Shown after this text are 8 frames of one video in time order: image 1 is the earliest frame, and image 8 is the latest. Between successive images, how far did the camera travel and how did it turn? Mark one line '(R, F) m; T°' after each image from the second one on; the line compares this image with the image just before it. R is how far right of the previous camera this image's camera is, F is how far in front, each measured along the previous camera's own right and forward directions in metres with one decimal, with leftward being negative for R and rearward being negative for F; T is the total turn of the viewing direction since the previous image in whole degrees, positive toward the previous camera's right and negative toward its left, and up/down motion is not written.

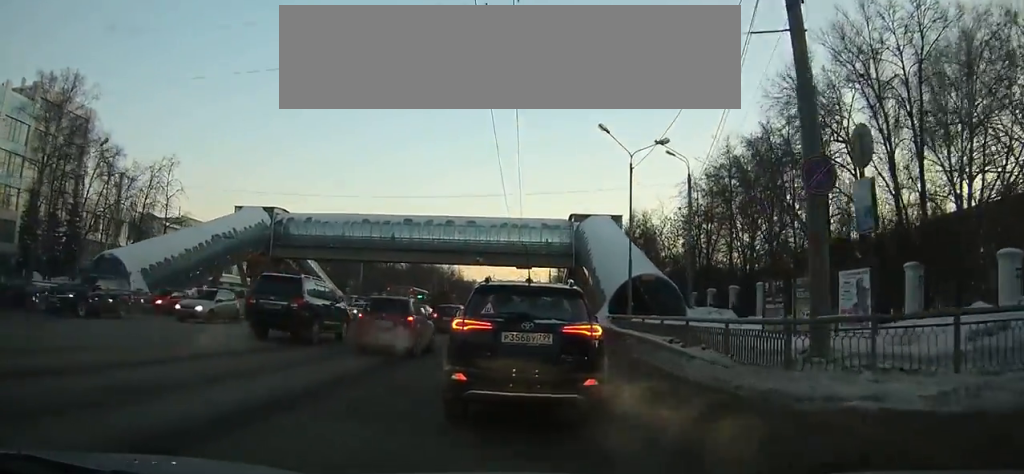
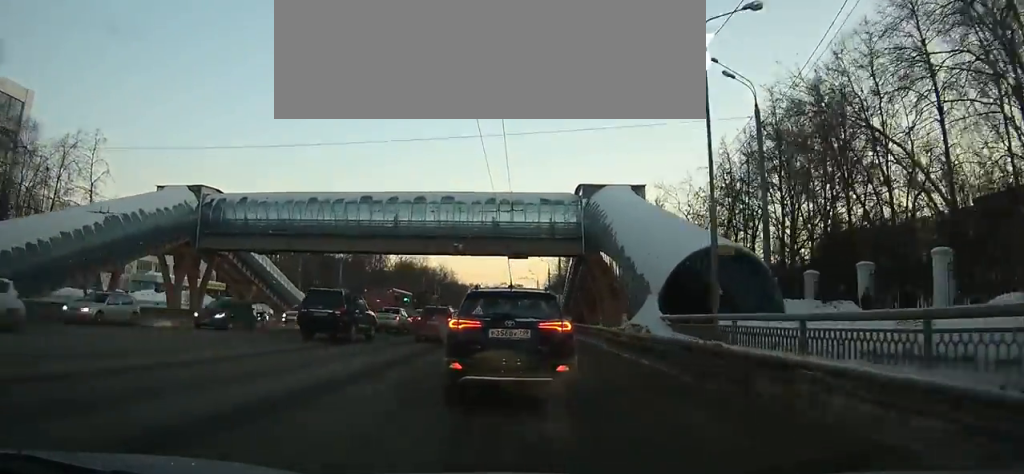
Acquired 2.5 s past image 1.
(0.0, +13.1) m; -1°
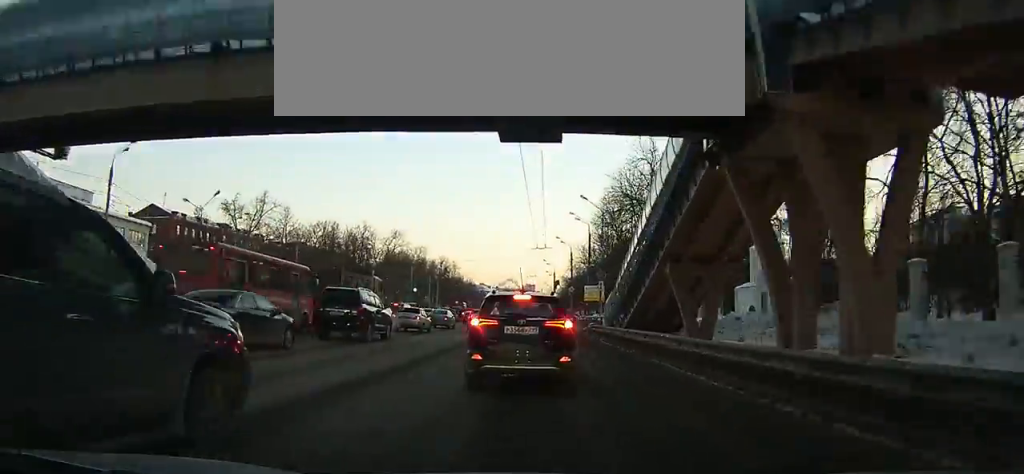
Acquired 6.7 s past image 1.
(-0.4, +27.2) m; 0°
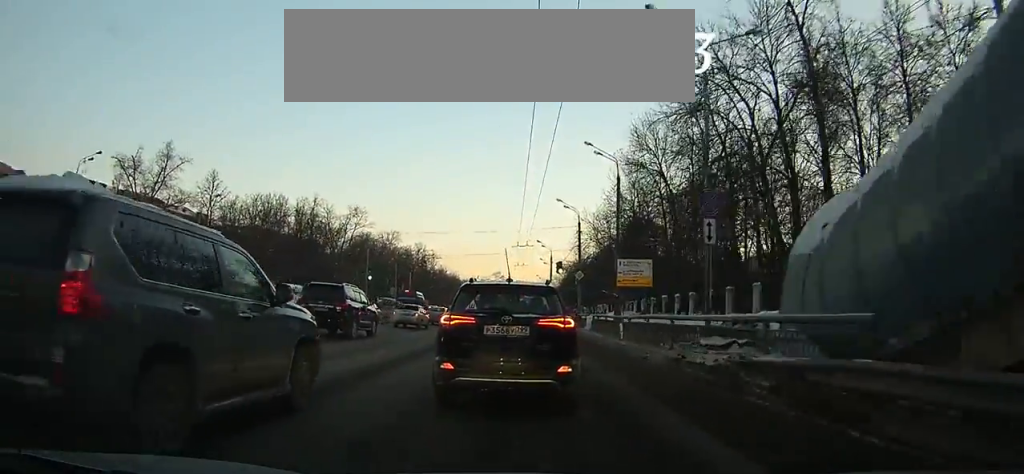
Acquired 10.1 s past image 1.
(+0.2, +21.9) m; +1°
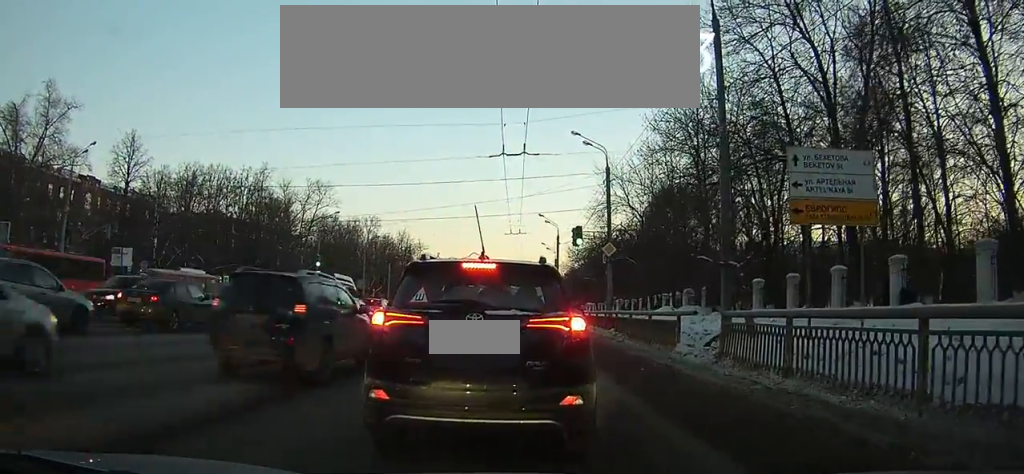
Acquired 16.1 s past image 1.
(0.0, +23.5) m; 0°
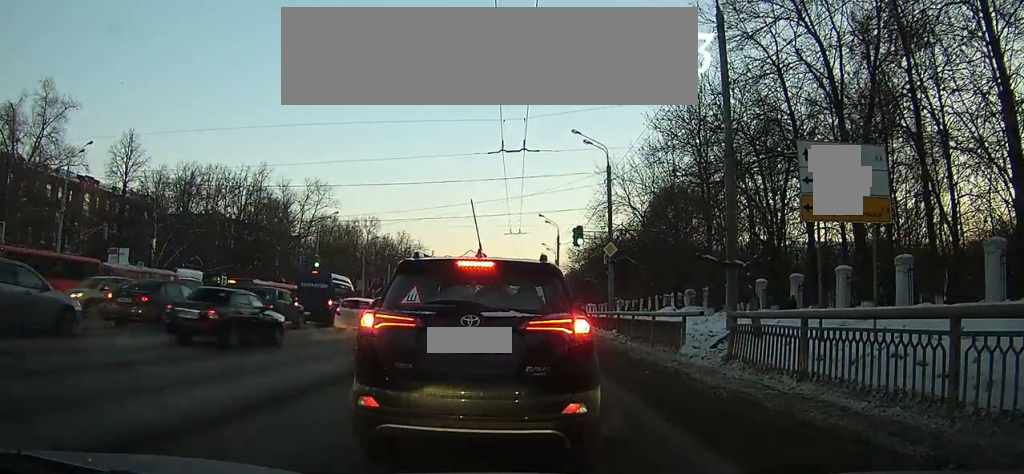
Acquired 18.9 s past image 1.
(0.0, +4.0) m; -1°
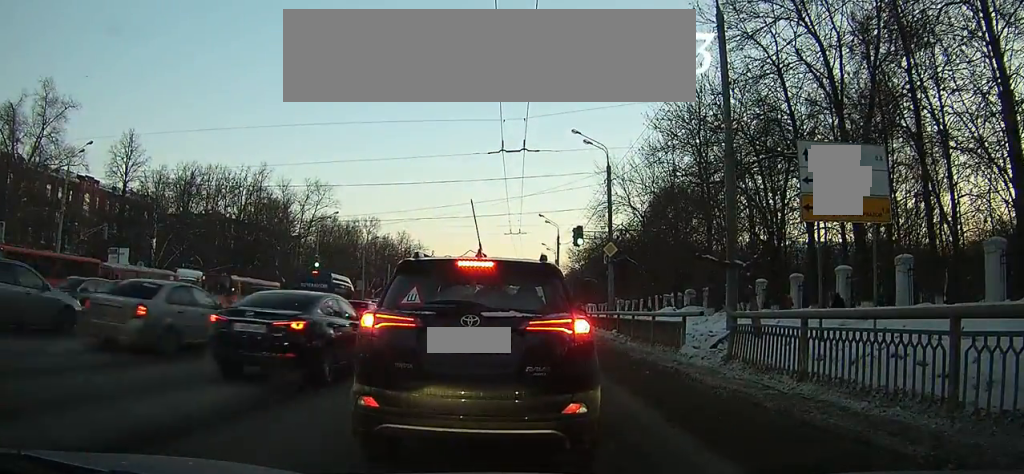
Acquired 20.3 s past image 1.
(0.0, +1.2) m; -1°
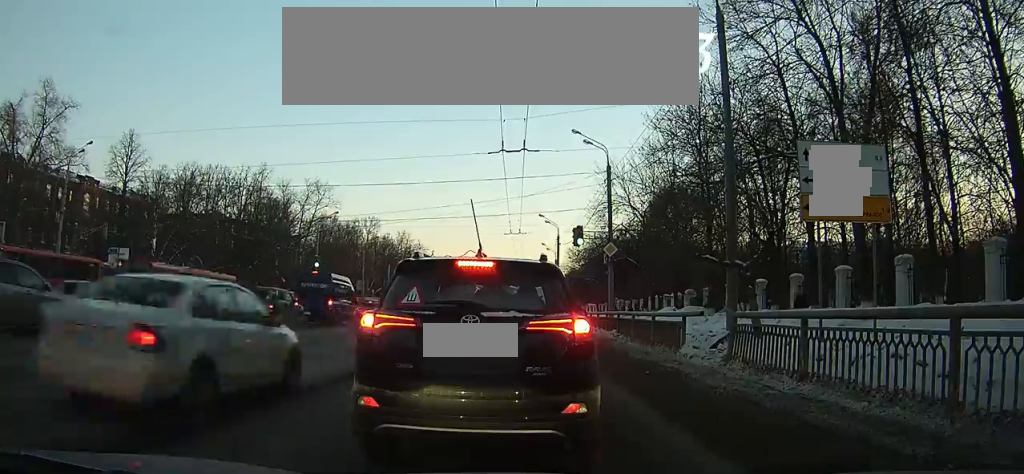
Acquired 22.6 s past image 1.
(0.0, +1.5) m; -1°
